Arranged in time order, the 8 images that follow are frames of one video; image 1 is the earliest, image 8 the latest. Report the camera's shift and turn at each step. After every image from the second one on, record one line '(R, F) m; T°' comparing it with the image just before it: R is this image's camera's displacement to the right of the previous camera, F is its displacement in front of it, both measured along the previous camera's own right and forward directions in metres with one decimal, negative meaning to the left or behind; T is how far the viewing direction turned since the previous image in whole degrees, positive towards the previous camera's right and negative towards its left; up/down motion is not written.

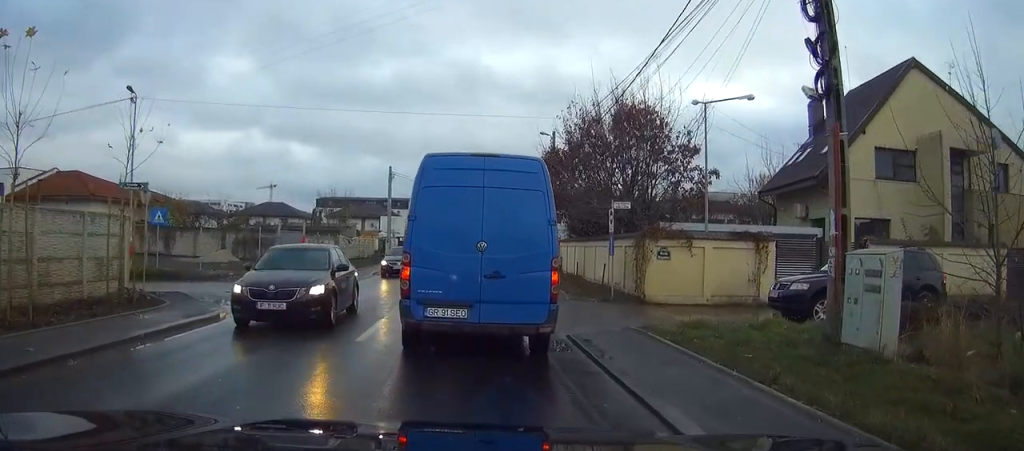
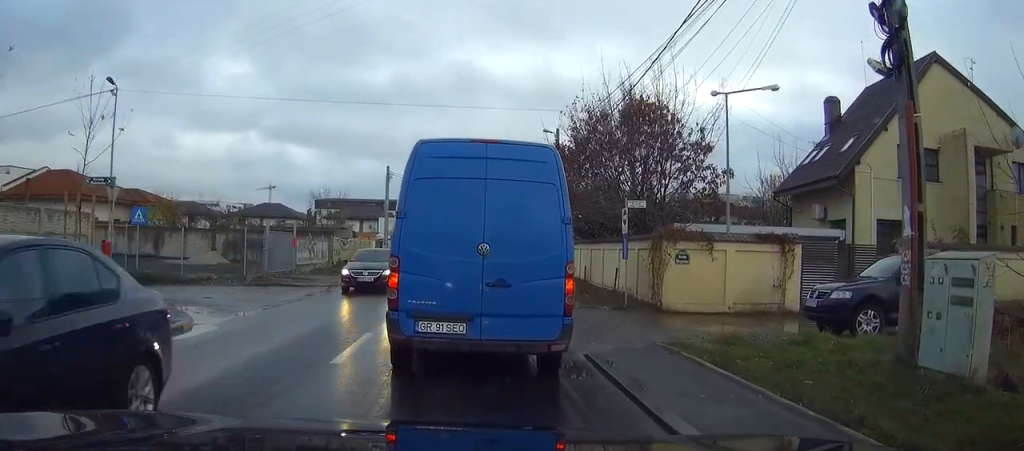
(0.0, +2.5) m; -1°
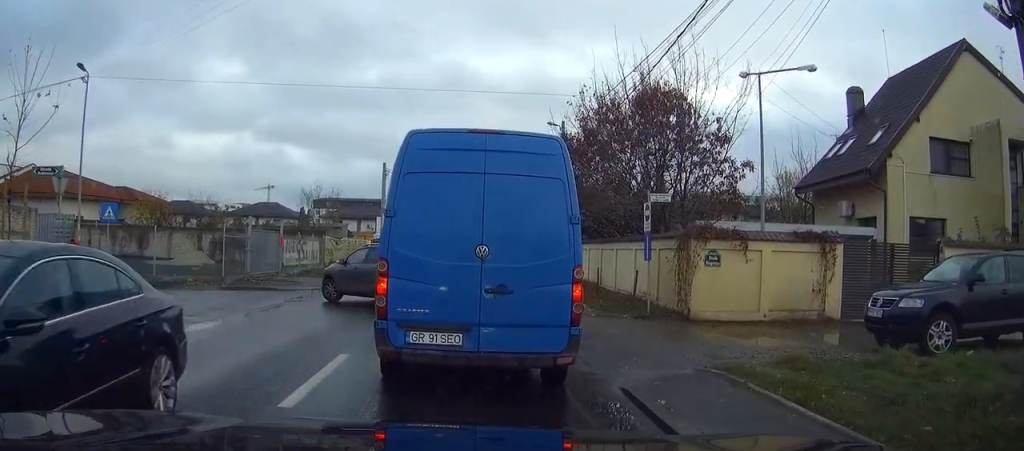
(-0.1, +3.1) m; 0°
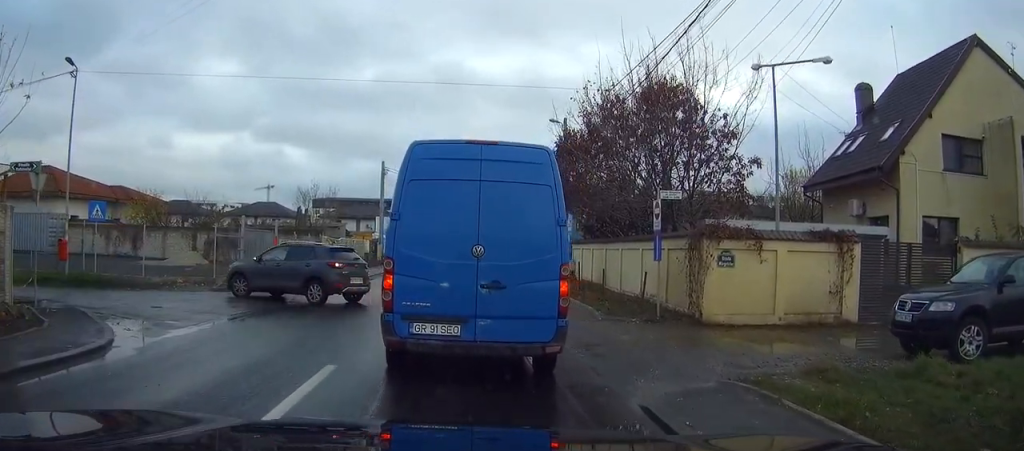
(0.0, +0.9) m; +3°
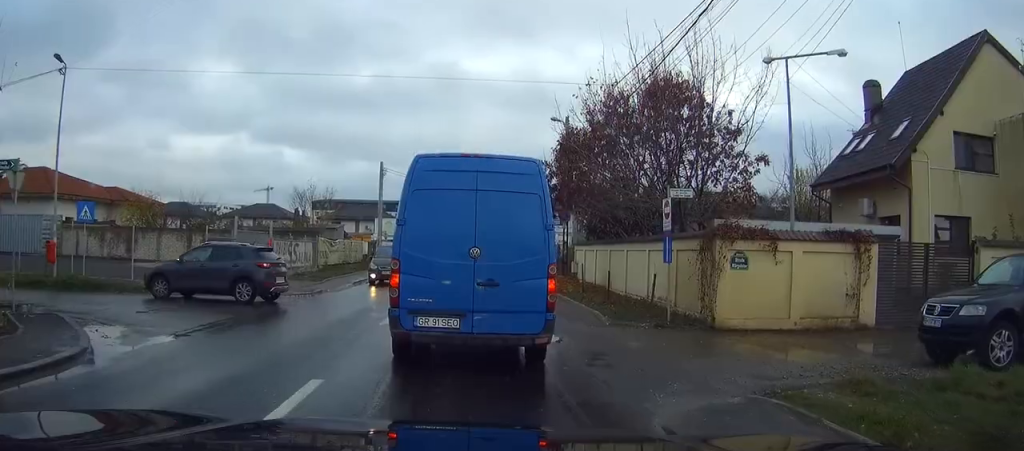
(0.0, +0.7) m; +3°
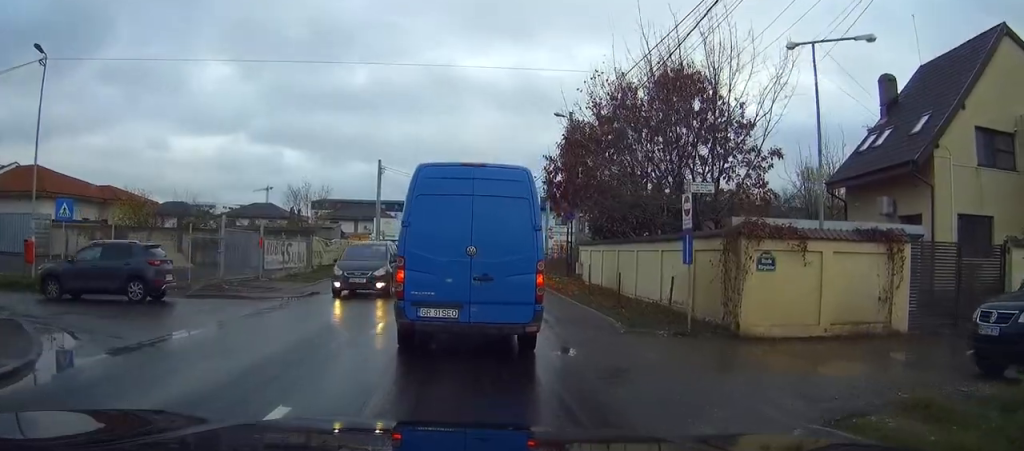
(0.0, +1.2) m; -2°
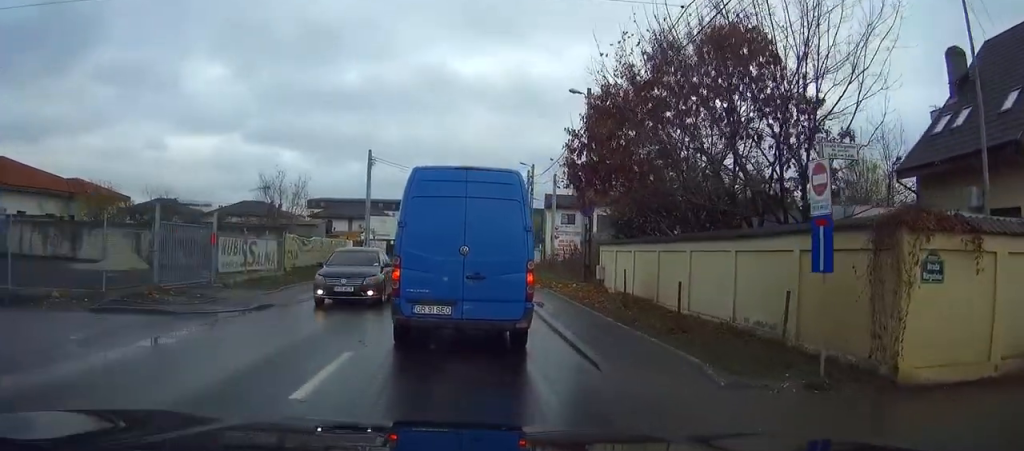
(-0.2, +4.5) m; -5°
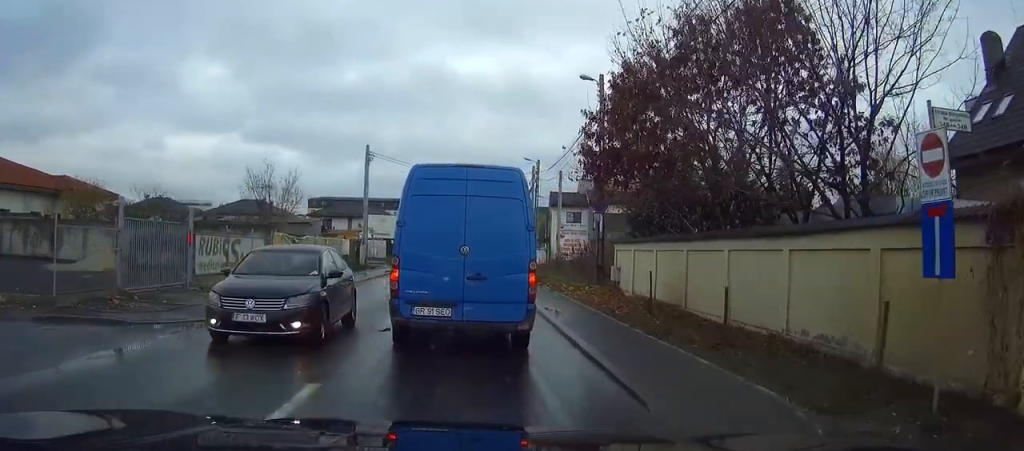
(-0.1, +2.2) m; 0°
